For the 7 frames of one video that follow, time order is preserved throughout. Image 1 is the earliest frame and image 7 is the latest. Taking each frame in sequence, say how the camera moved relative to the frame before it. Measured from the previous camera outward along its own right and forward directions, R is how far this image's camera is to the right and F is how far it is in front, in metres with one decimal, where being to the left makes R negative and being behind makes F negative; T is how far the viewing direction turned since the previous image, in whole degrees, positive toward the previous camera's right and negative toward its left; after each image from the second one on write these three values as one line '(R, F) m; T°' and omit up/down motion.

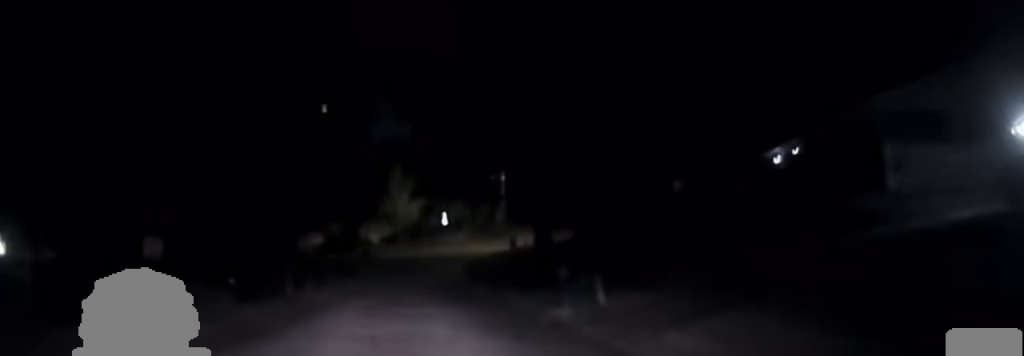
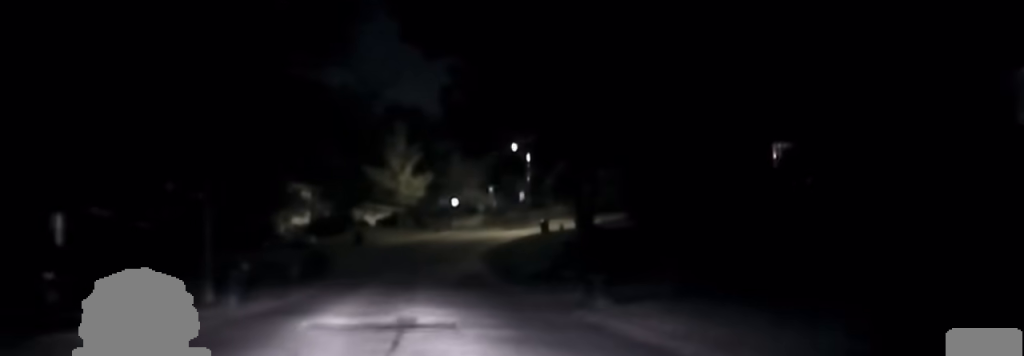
(+0.4, +16.4) m; +2°
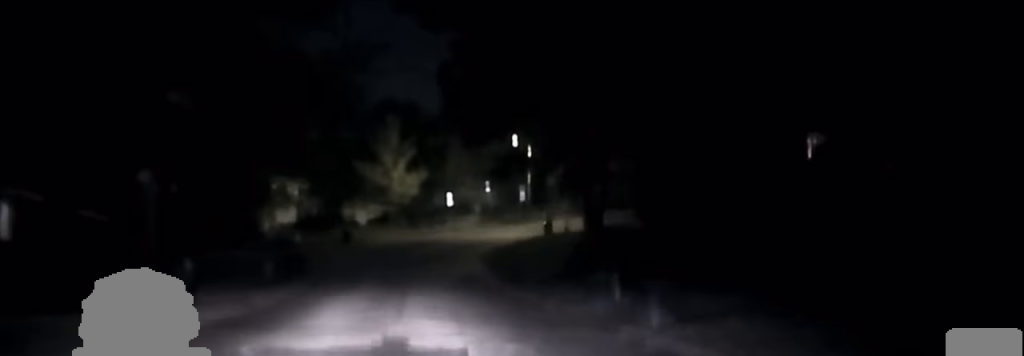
(+0.1, +4.7) m; 0°
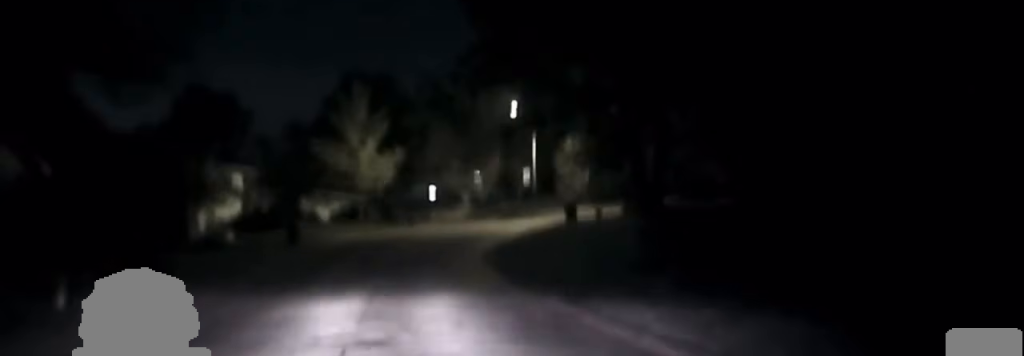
(-0.2, +15.3) m; -1°
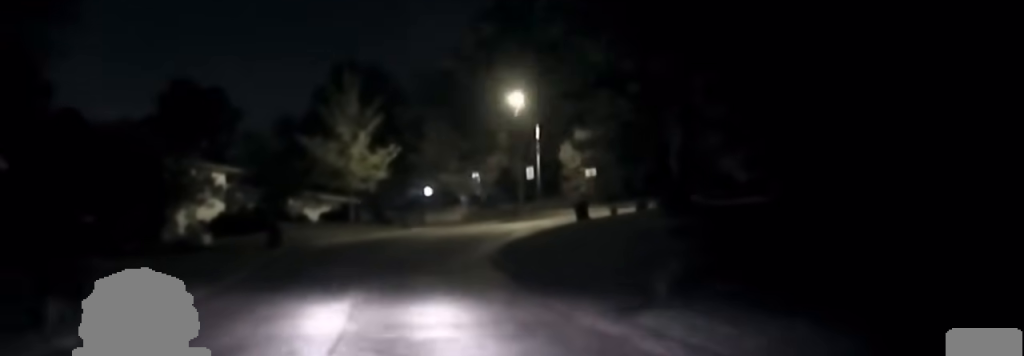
(0.0, +3.9) m; 0°
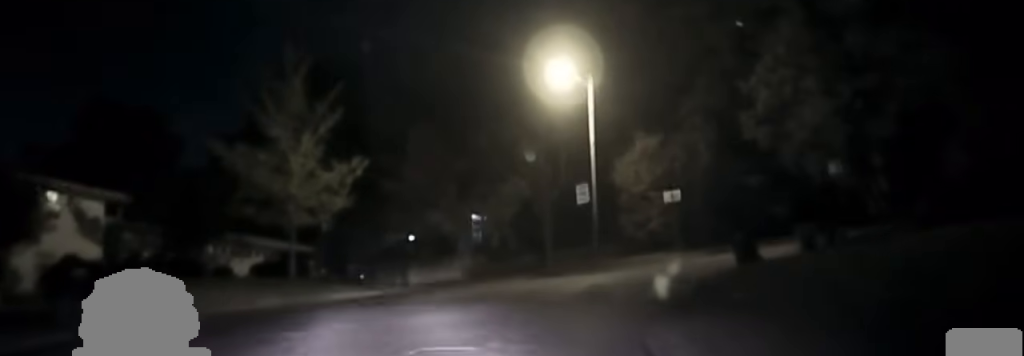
(+0.6, +21.7) m; +3°
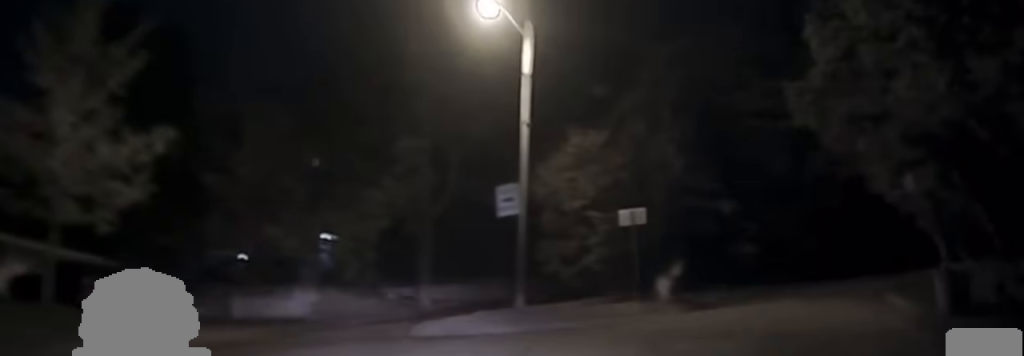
(+1.0, +13.4) m; +16°
